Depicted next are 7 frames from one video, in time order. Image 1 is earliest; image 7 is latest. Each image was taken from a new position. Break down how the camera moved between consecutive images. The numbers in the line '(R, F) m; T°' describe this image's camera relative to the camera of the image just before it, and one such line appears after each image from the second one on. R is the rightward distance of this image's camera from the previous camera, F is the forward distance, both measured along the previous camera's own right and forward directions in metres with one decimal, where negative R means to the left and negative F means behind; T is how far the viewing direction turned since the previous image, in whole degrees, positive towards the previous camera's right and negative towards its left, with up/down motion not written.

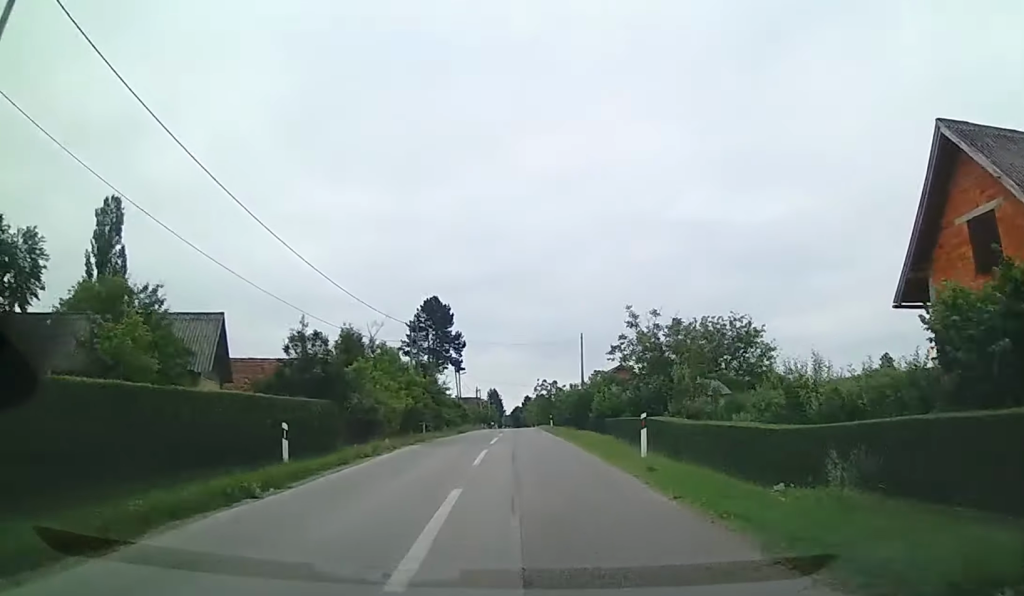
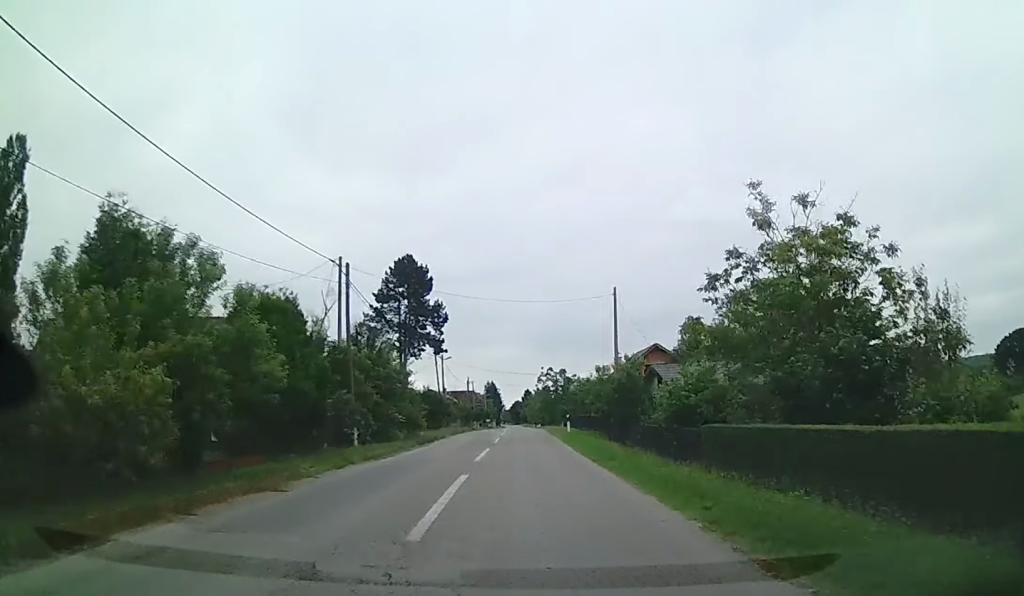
(-0.2, +18.7) m; -1°
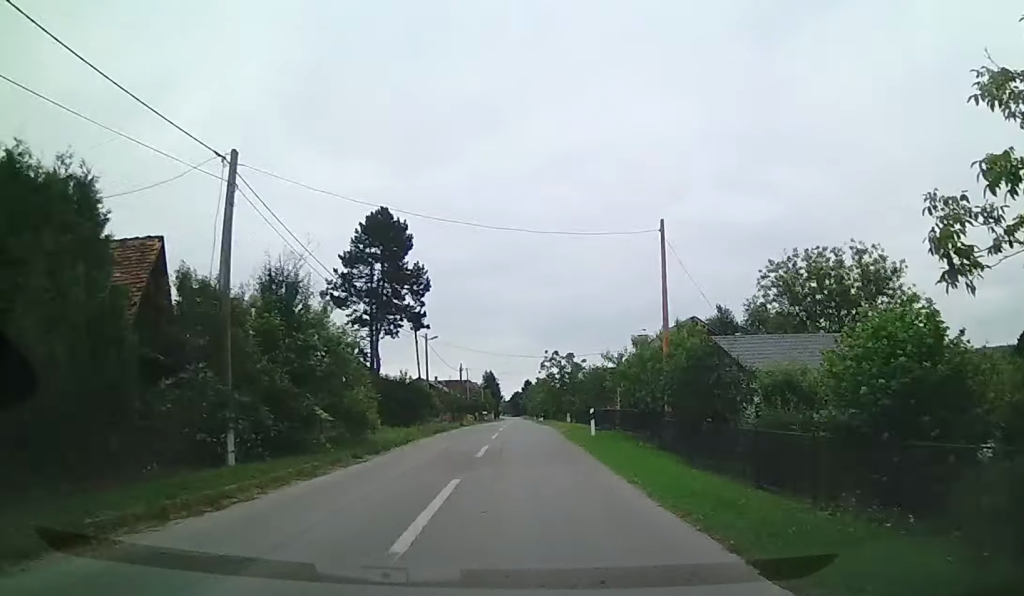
(0.0, +12.6) m; 0°
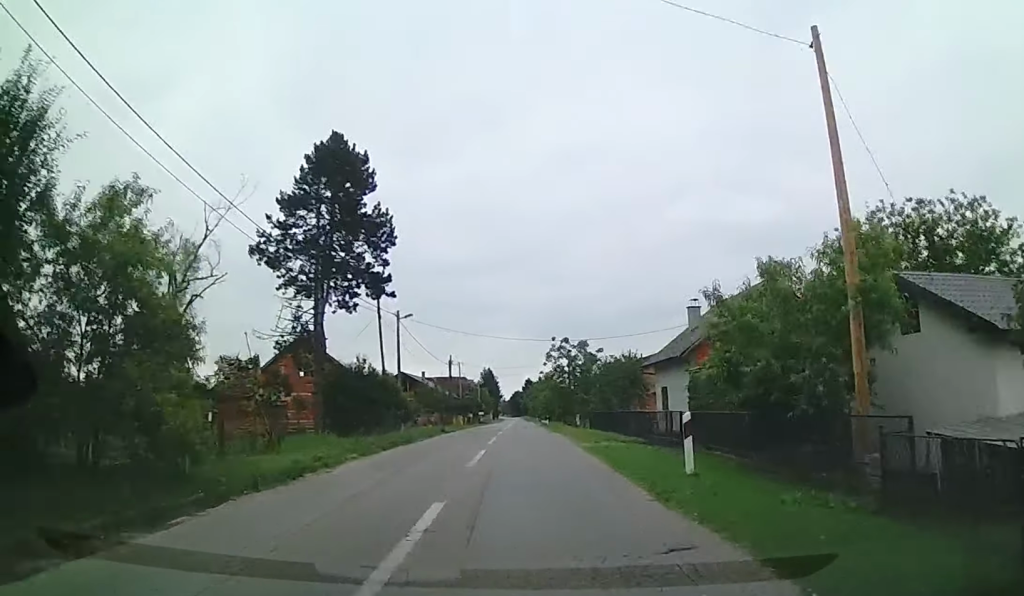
(-0.1, +13.7) m; 0°
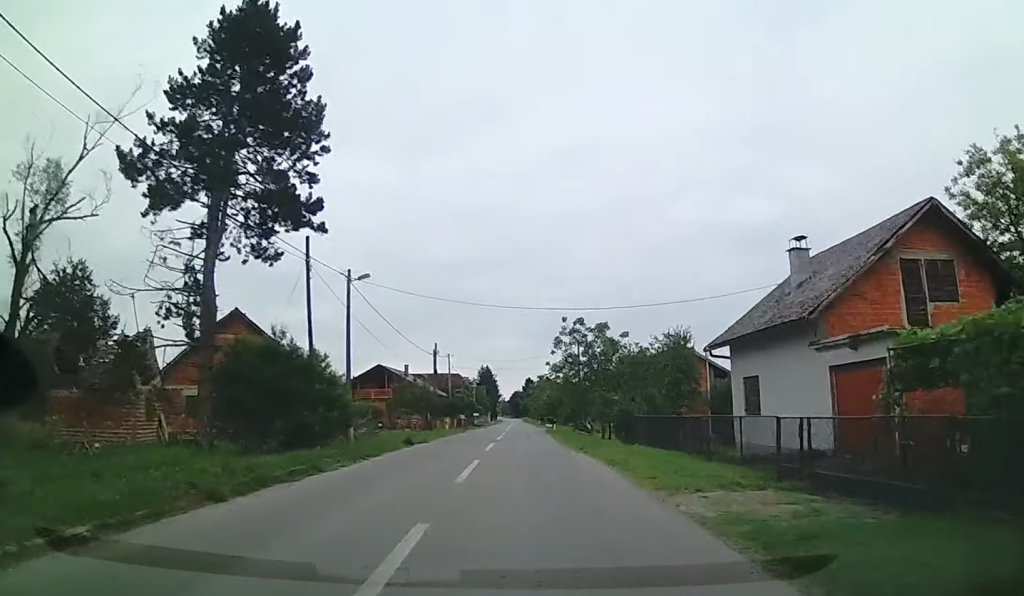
(-0.1, +12.8) m; 0°
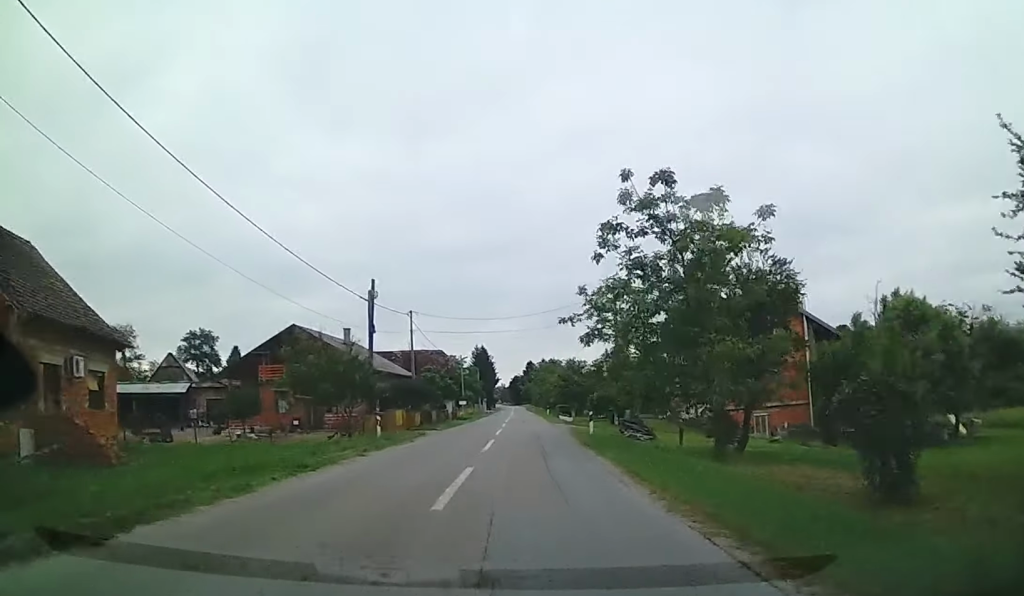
(+0.3, +25.1) m; +1°
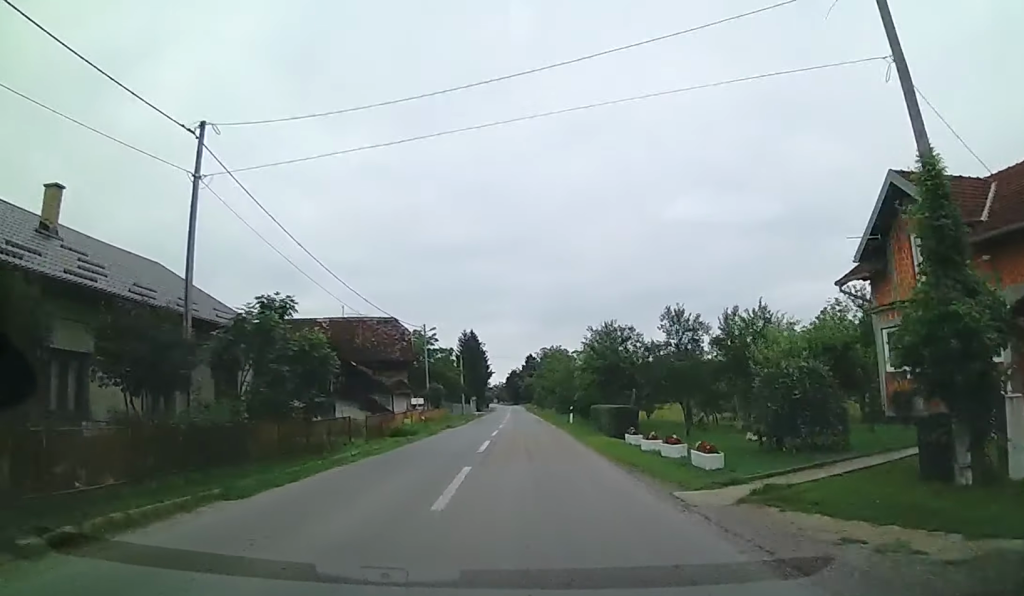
(+0.4, +32.0) m; +1°
